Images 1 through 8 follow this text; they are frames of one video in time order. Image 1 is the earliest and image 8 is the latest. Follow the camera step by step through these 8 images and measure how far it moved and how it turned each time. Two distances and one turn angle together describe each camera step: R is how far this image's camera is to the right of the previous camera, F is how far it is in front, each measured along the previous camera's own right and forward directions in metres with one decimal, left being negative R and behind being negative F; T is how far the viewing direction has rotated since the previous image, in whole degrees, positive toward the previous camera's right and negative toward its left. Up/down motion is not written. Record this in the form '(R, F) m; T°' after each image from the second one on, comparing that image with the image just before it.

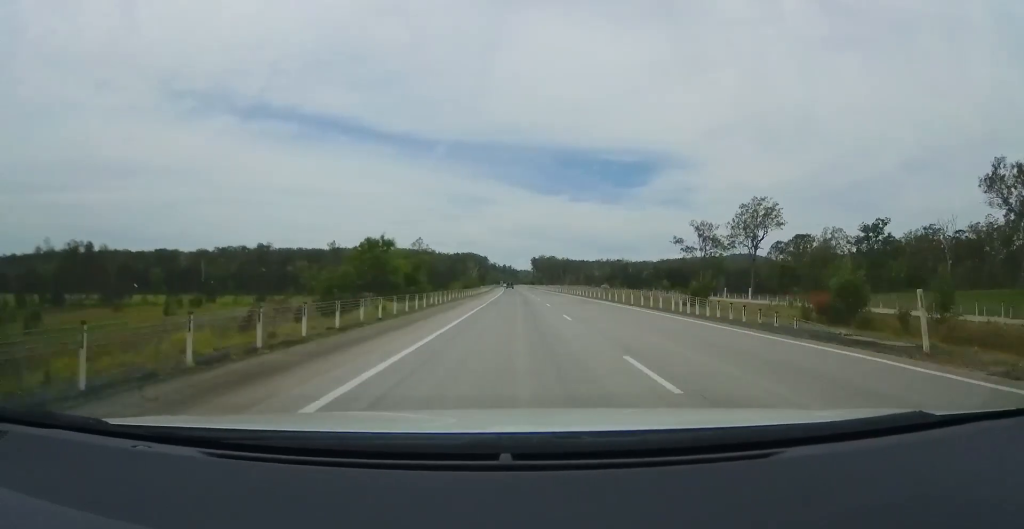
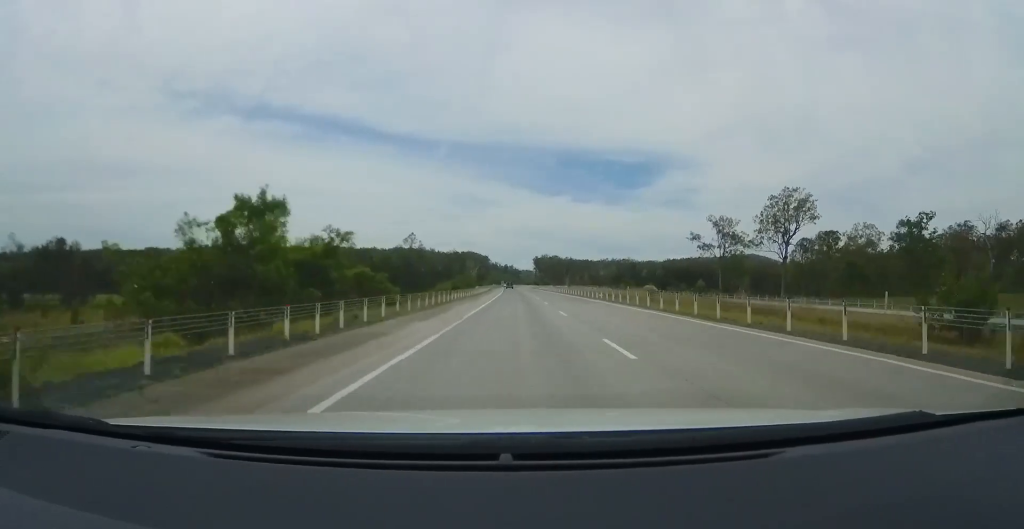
(+0.2, +20.4) m; 0°
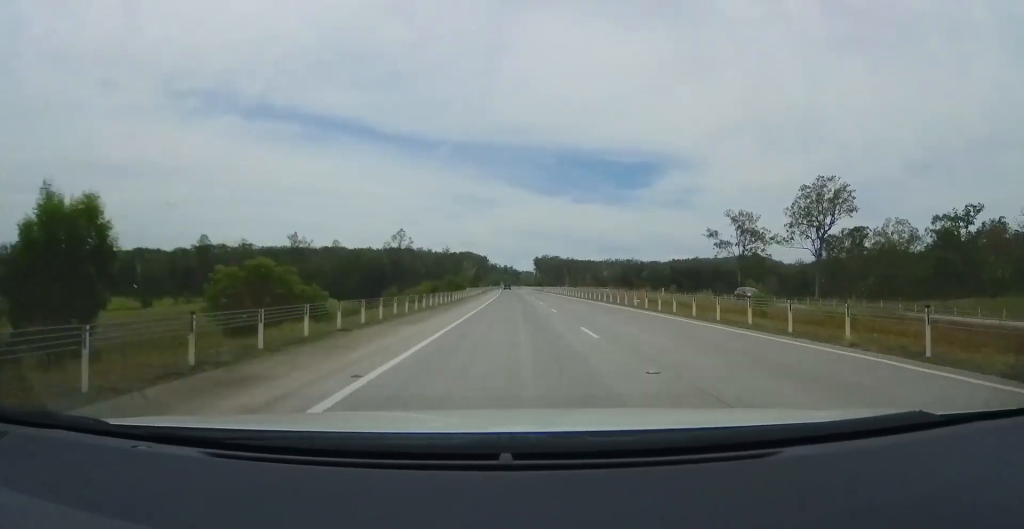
(-0.2, +20.4) m; -1°
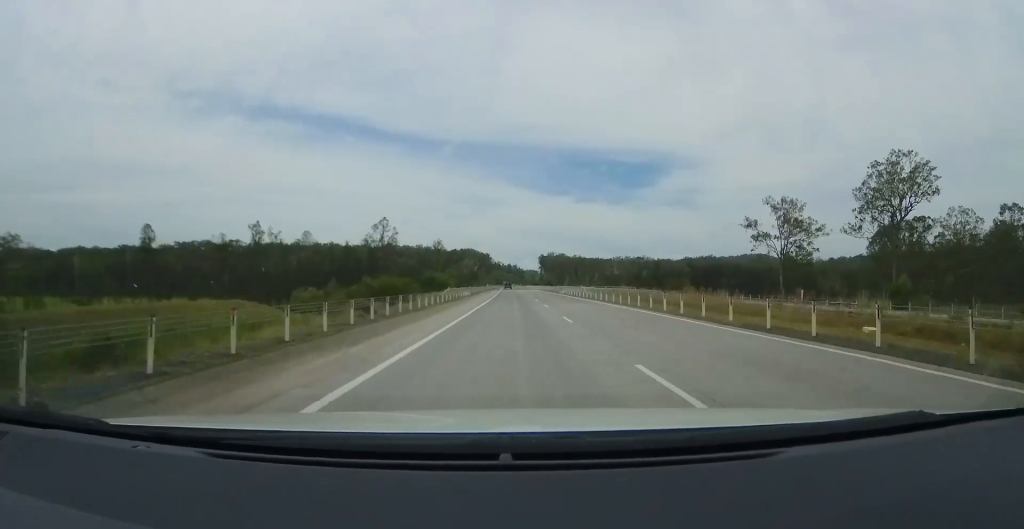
(-0.3, +31.3) m; 0°
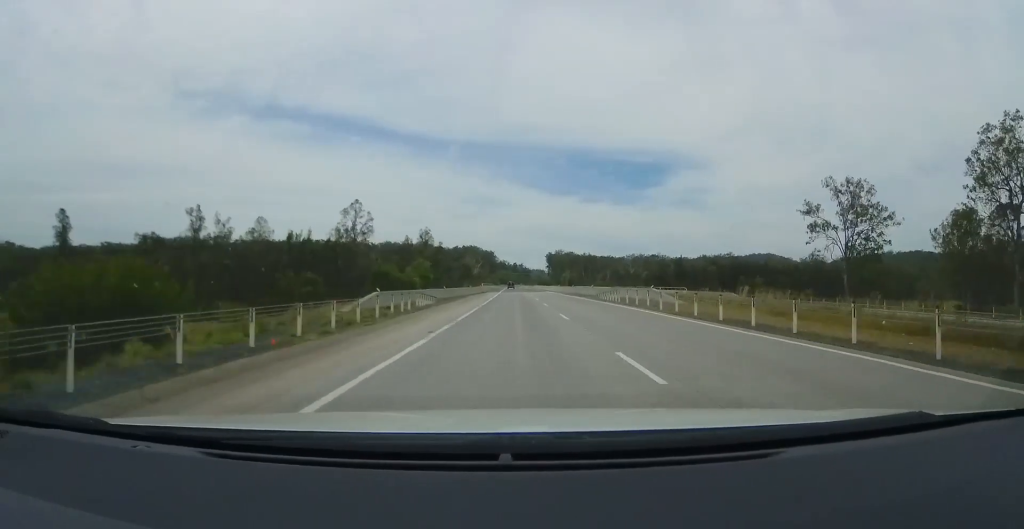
(+0.7, +33.8) m; 0°
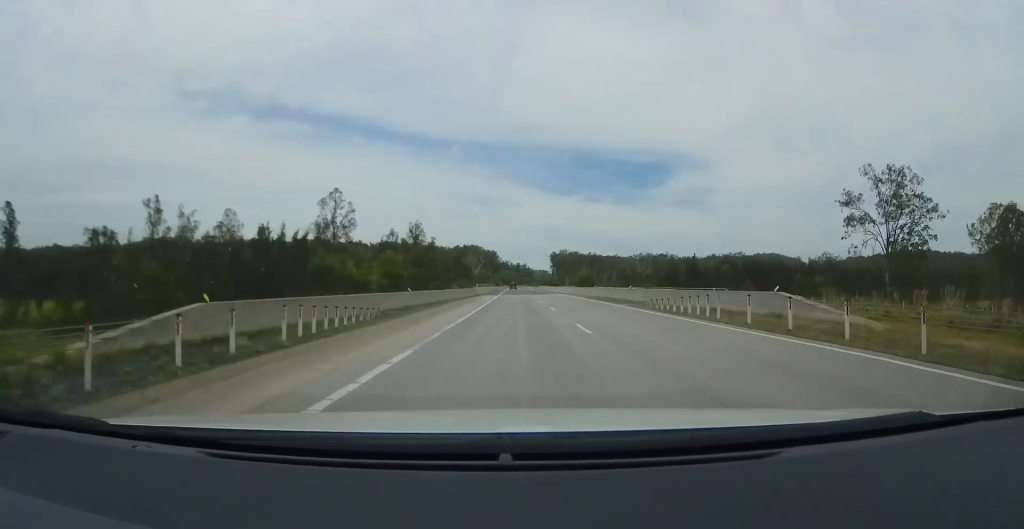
(-0.4, +17.0) m; 0°
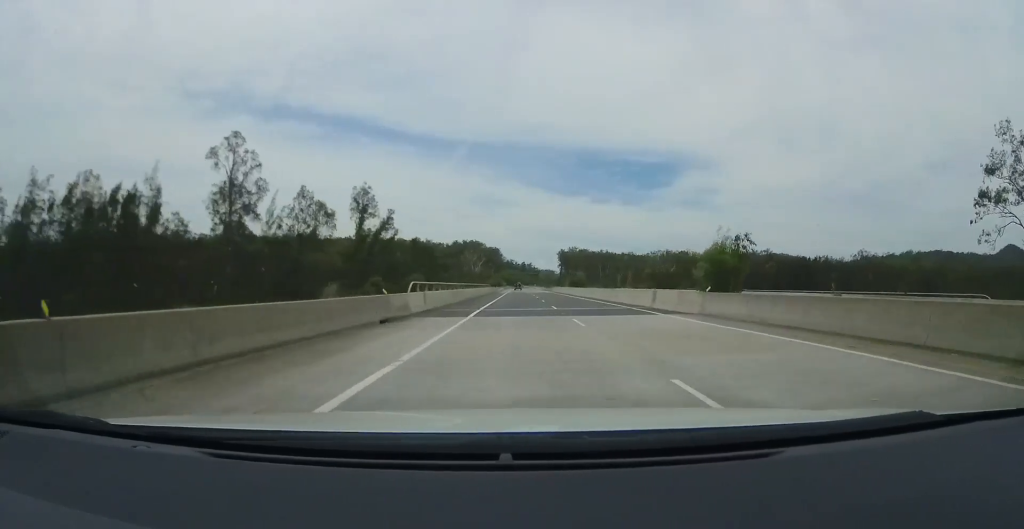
(+0.1, +46.1) m; 0°
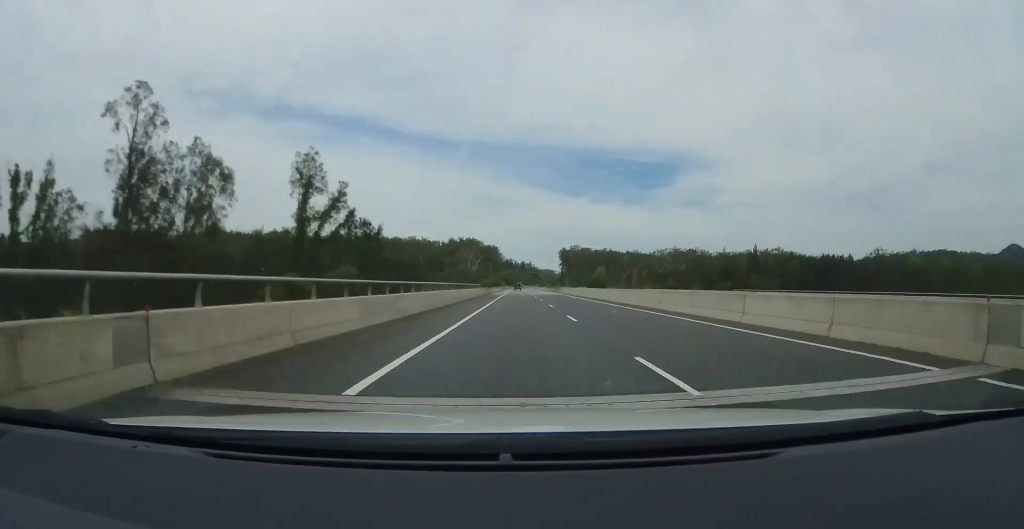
(-0.1, +20.6) m; -1°
